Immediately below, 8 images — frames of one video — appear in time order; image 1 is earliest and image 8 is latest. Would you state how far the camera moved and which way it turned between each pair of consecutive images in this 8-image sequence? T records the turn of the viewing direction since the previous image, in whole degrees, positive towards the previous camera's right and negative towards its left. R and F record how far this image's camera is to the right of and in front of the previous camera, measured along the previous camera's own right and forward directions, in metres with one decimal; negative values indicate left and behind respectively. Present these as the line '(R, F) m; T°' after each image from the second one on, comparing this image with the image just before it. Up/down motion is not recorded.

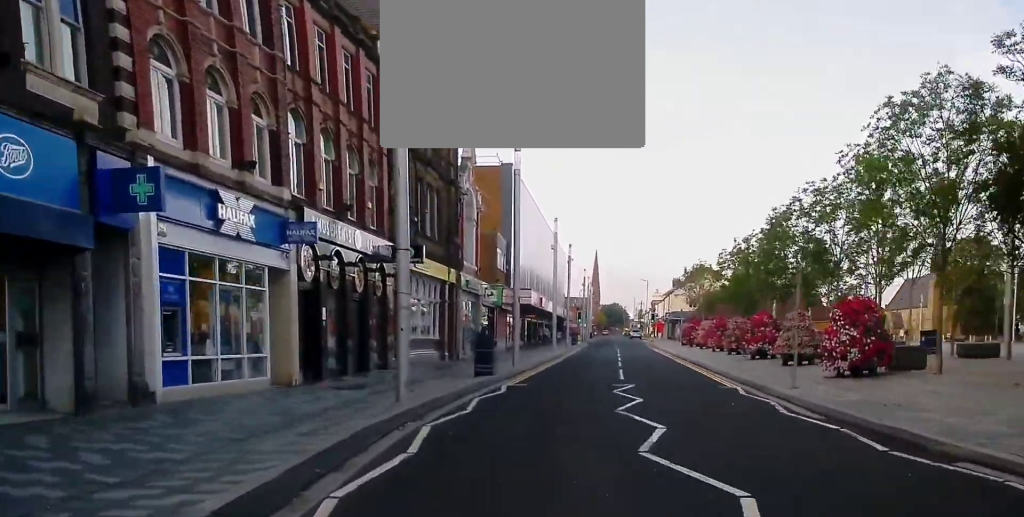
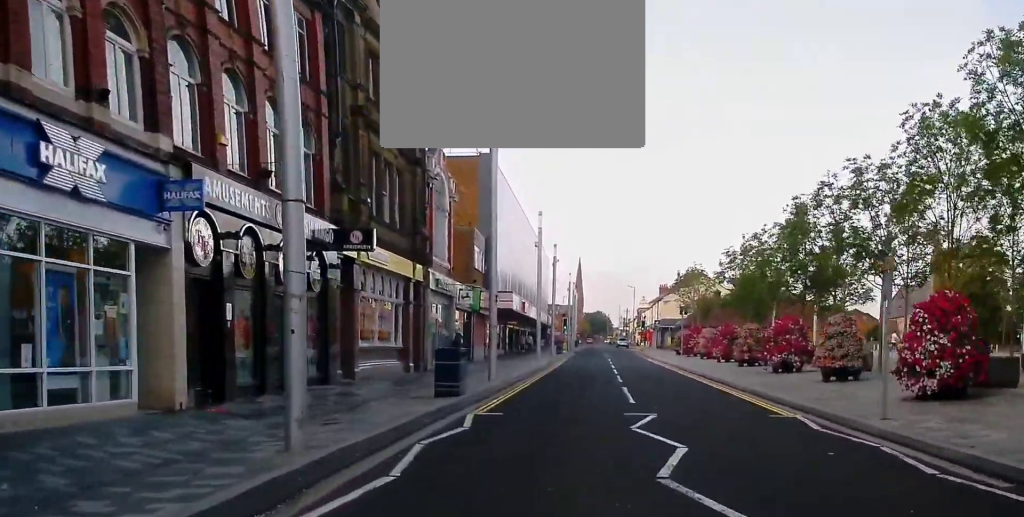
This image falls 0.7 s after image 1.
(0.0, +5.6) m; +1°
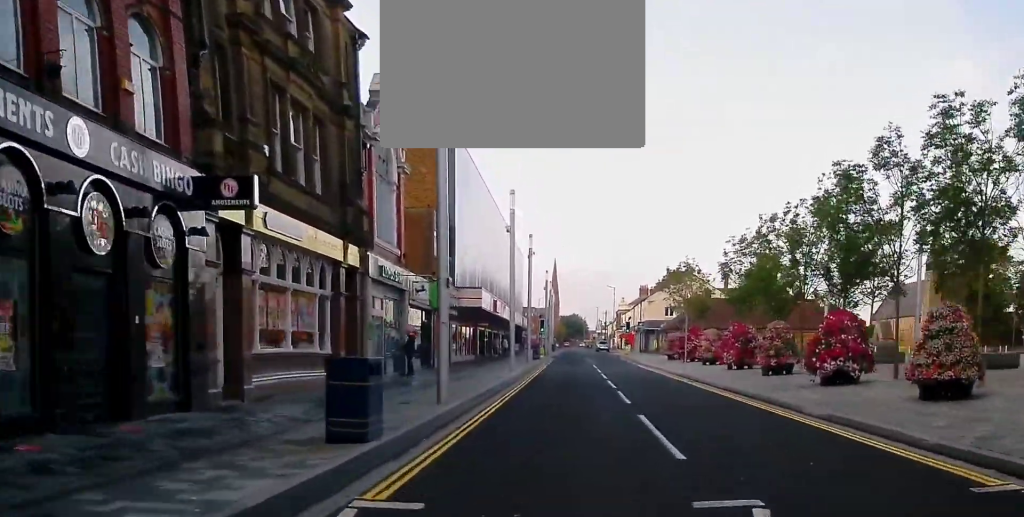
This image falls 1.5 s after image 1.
(+0.1, +7.2) m; +1°
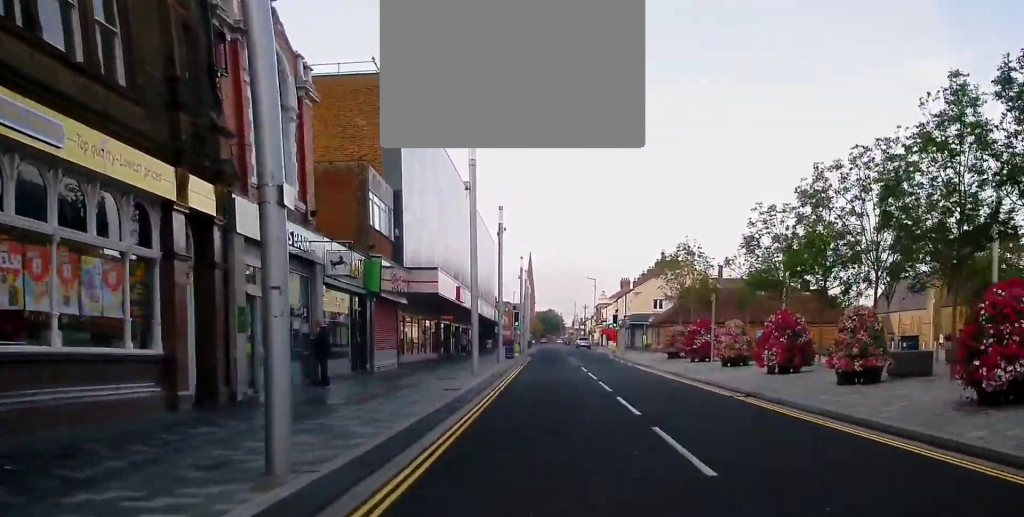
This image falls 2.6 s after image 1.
(+0.2, +9.6) m; +2°
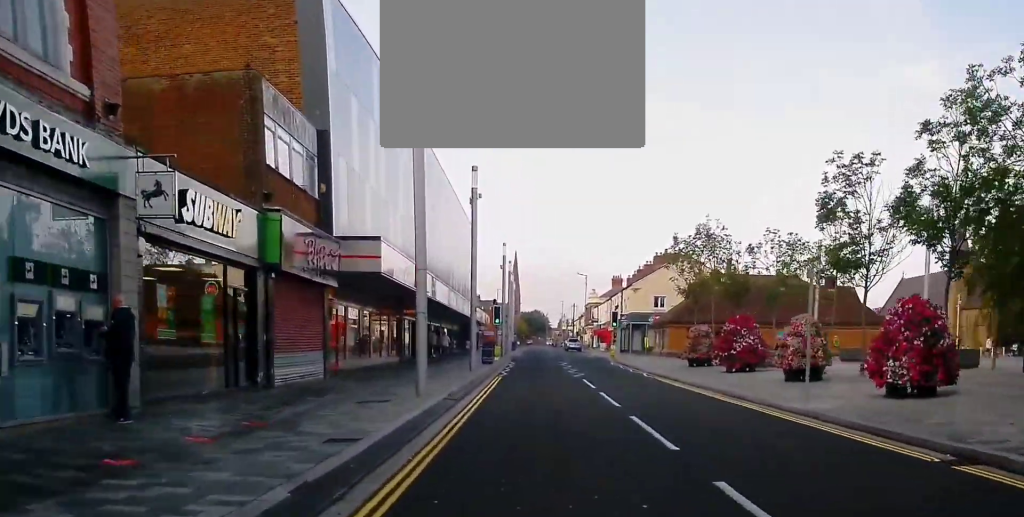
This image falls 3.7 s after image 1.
(+0.3, +10.0) m; +2°
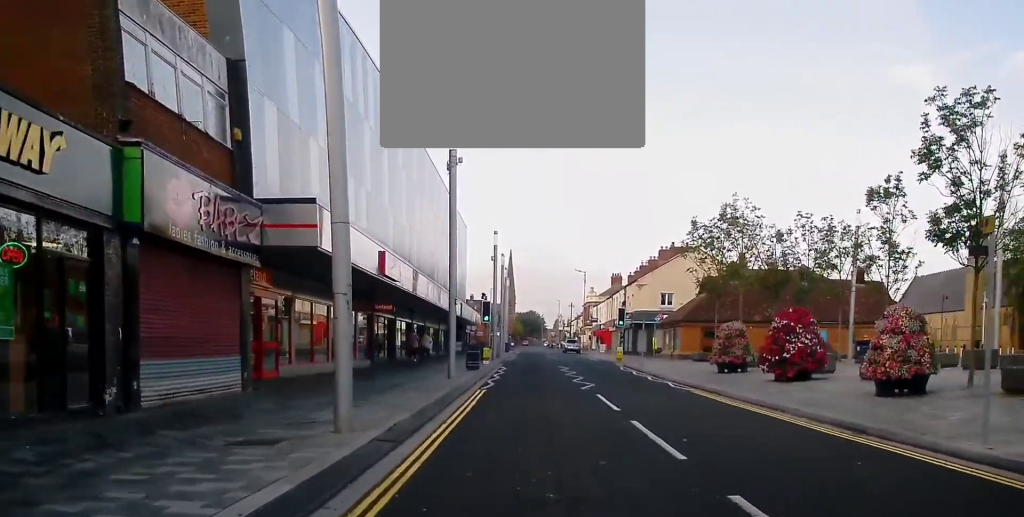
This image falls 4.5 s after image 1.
(+0.2, +6.7) m; -1°
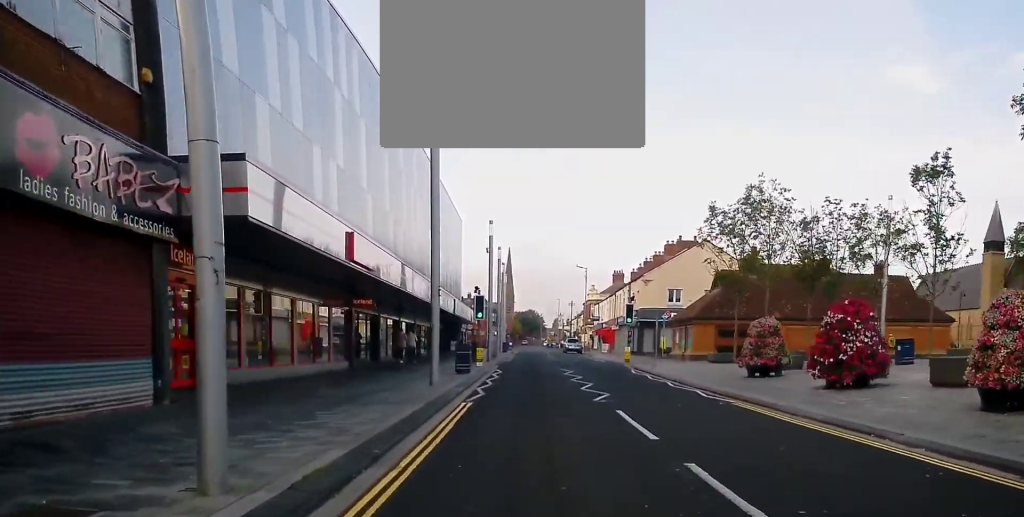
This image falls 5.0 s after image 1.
(-0.3, +4.2) m; 0°
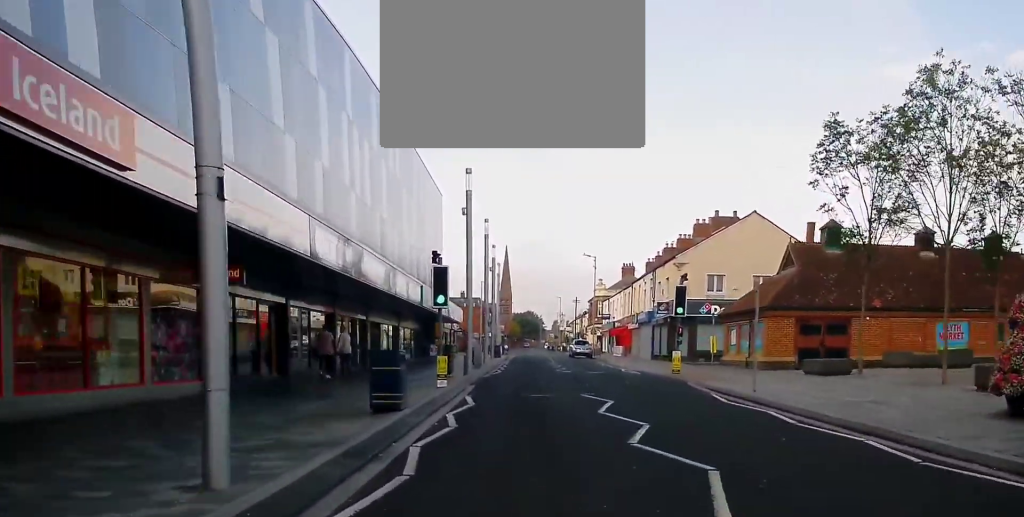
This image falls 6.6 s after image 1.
(+0.5, +14.5) m; +4°
